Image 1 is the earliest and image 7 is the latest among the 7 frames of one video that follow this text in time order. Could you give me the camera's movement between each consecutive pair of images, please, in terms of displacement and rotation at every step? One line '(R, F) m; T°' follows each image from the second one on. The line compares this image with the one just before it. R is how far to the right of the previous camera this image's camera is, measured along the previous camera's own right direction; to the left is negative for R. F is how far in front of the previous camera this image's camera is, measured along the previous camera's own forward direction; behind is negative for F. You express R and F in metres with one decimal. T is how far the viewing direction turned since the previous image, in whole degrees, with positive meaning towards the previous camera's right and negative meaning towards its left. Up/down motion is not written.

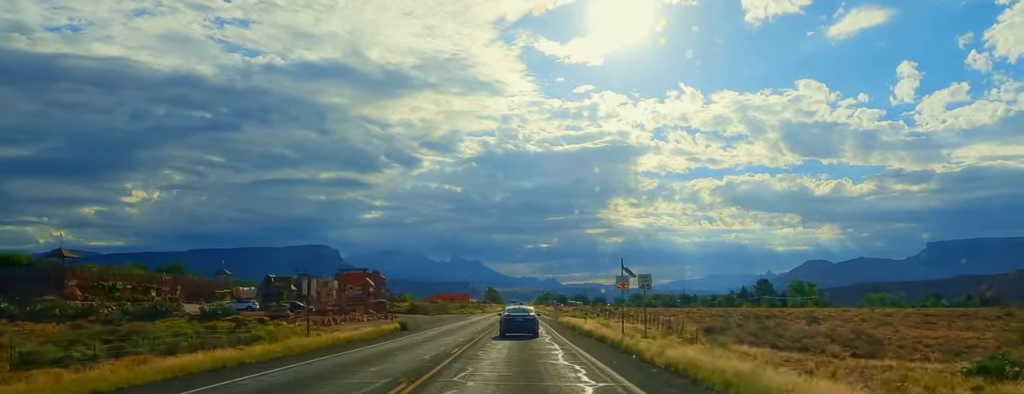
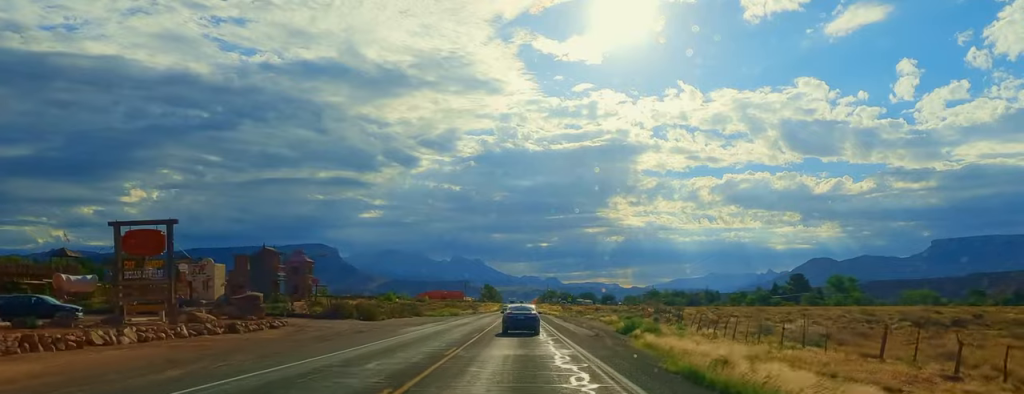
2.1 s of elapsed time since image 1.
(0.0, +49.9) m; 0°
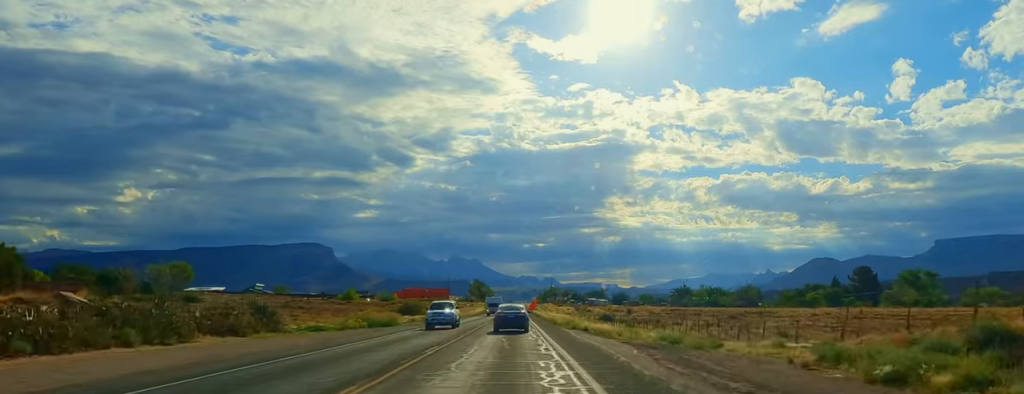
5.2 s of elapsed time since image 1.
(0.0, +71.8) m; 0°
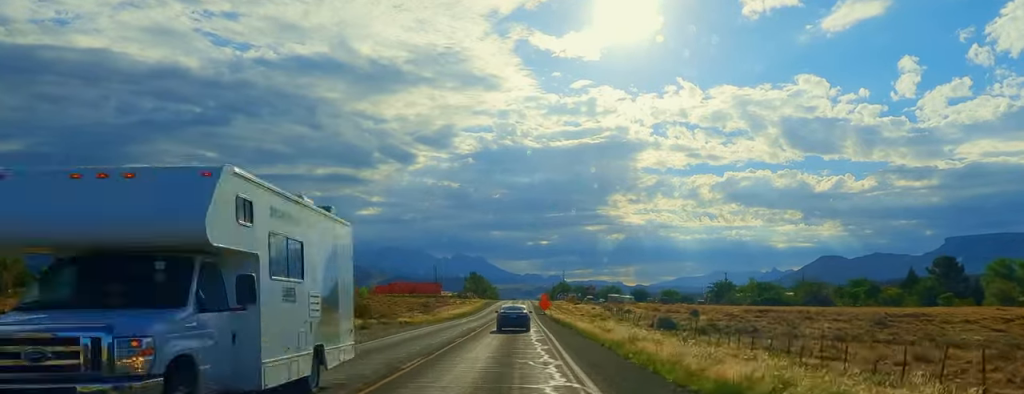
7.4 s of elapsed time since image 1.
(+0.3, +52.2) m; 0°
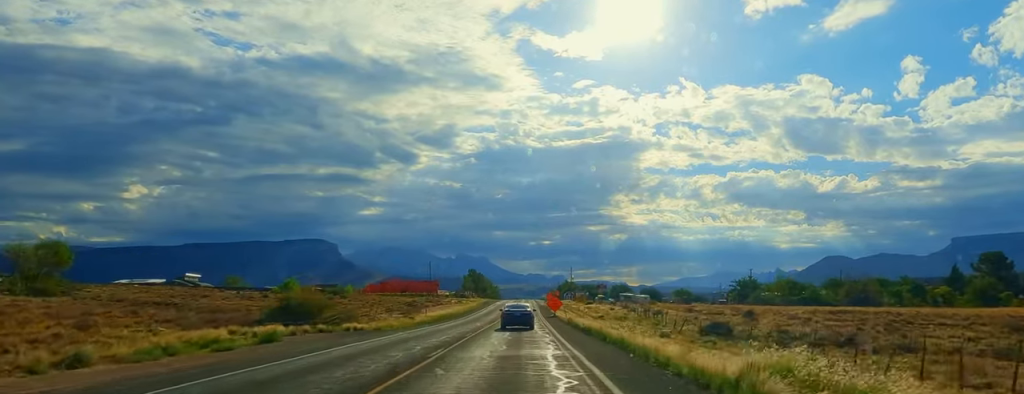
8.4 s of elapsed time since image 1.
(-0.1, +21.4) m; 0°
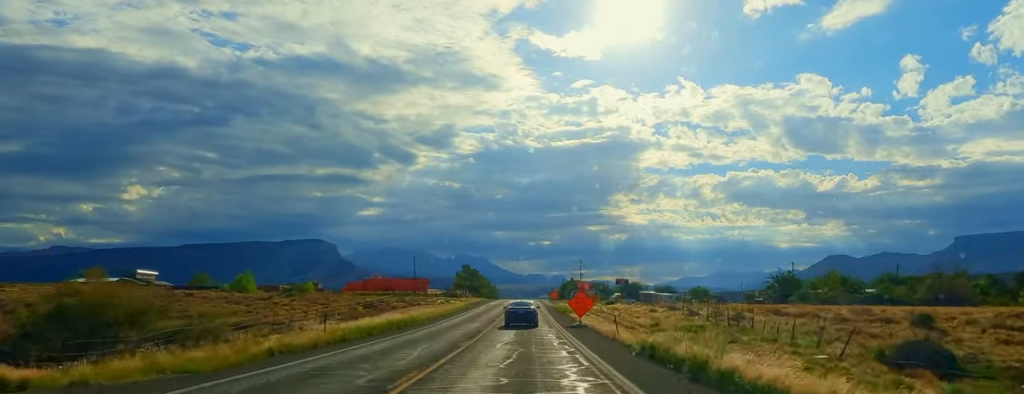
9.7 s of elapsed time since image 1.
(-0.2, +31.3) m; 0°
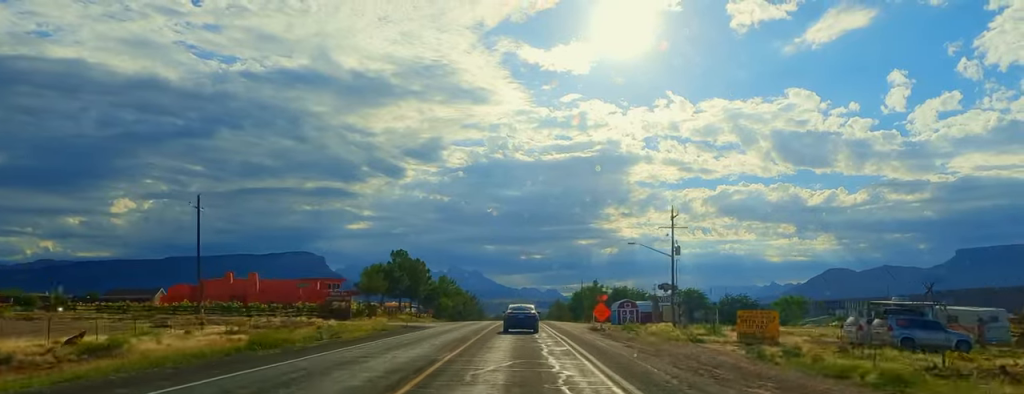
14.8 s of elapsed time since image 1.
(+0.1, +114.1) m; 0°
